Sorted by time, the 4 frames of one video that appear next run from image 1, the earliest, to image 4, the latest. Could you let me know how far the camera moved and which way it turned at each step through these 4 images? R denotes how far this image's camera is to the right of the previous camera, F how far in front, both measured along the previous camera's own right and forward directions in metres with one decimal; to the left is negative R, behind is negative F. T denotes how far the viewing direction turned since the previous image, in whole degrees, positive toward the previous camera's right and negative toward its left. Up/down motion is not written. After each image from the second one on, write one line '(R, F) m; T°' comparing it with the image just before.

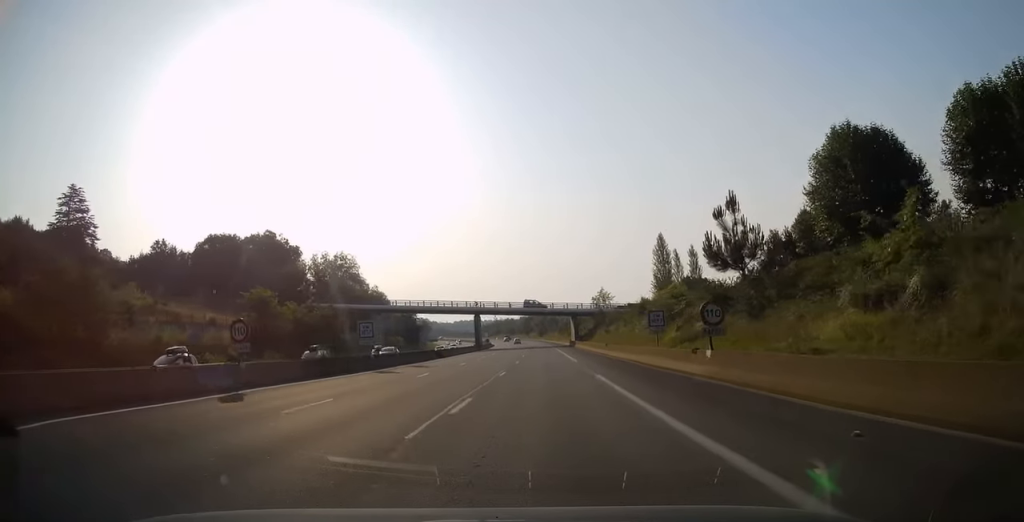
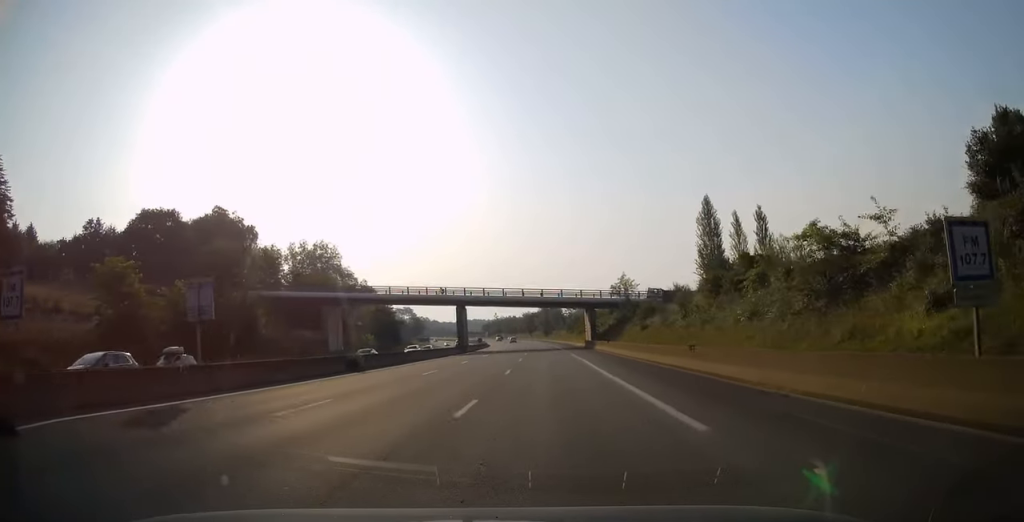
(-0.2, +26.9) m; -1°
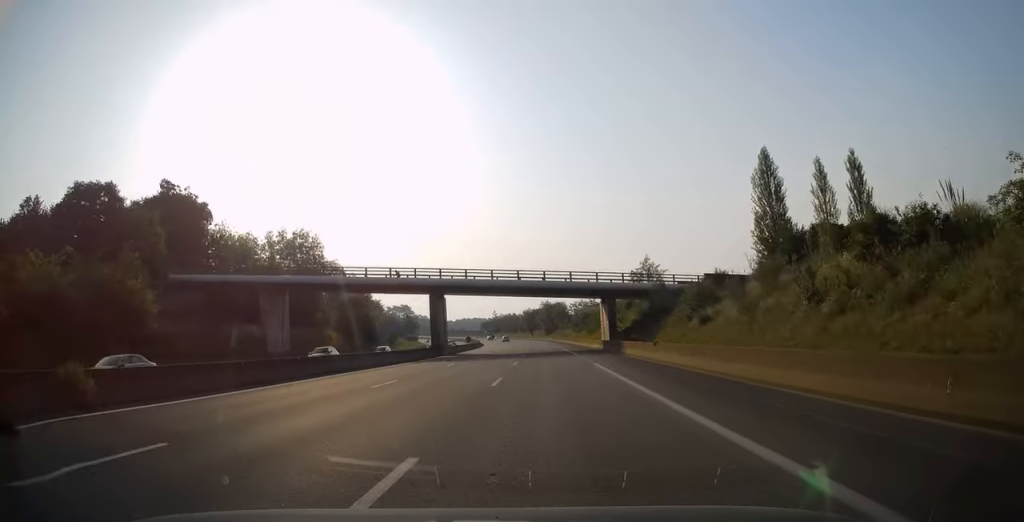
(-0.3, +20.0) m; 0°
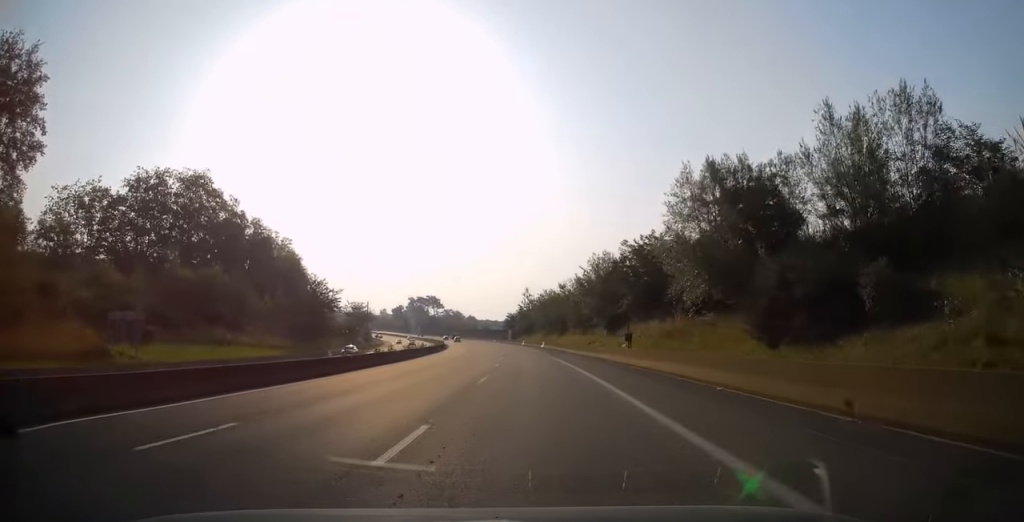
(-6.1, +140.1) m; -7°
